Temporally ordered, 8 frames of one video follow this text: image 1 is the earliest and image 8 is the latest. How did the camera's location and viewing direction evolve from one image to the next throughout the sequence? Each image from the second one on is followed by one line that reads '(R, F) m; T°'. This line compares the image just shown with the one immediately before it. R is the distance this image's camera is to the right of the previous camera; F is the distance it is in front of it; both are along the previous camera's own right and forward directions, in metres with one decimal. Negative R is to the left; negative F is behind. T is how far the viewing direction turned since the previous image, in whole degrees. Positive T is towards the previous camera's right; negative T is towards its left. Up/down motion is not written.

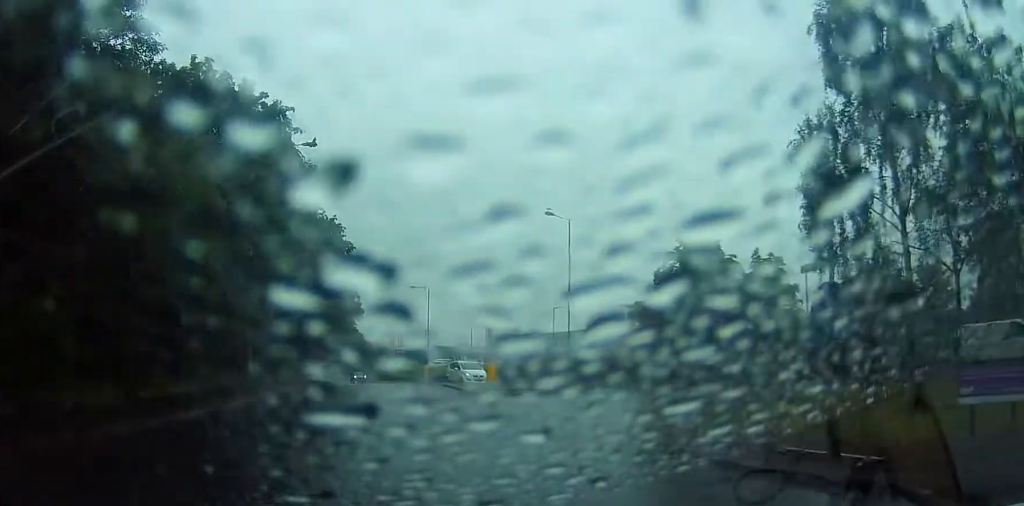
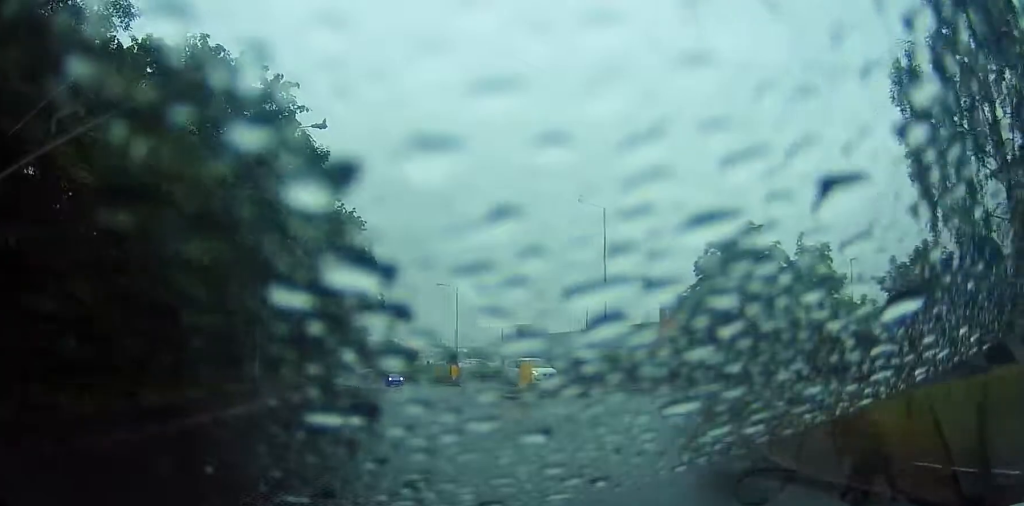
(0.0, +1.7) m; +4°
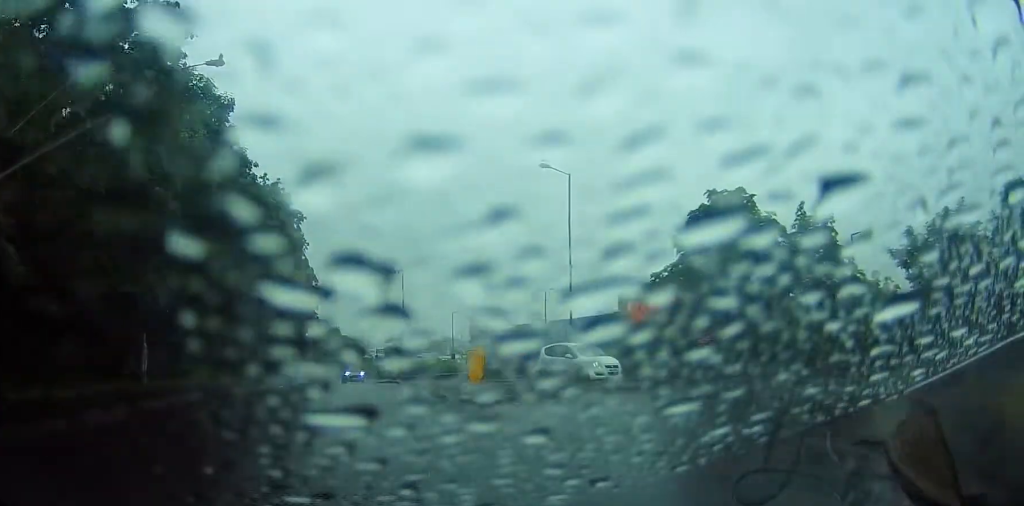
(+0.2, +3.7) m; +9°
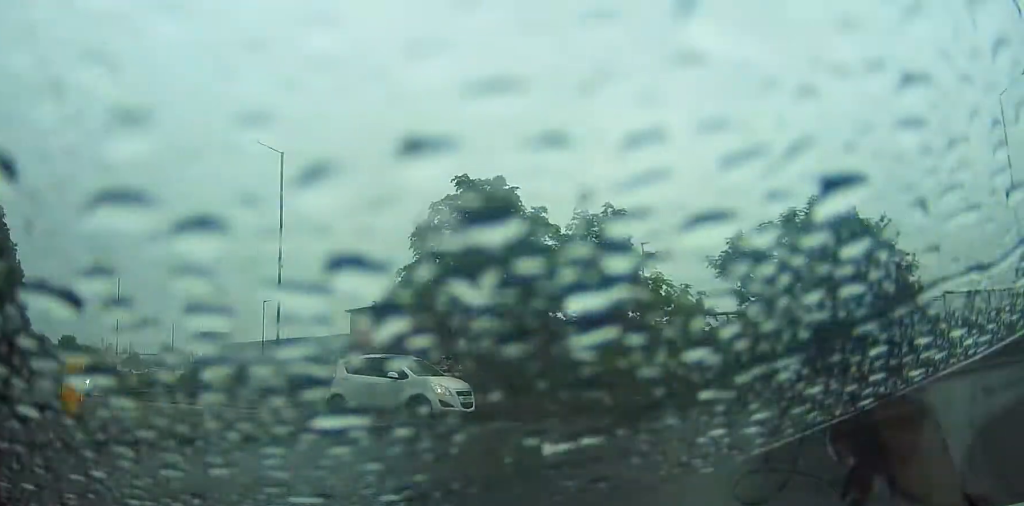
(+0.5, +6.2) m; +22°
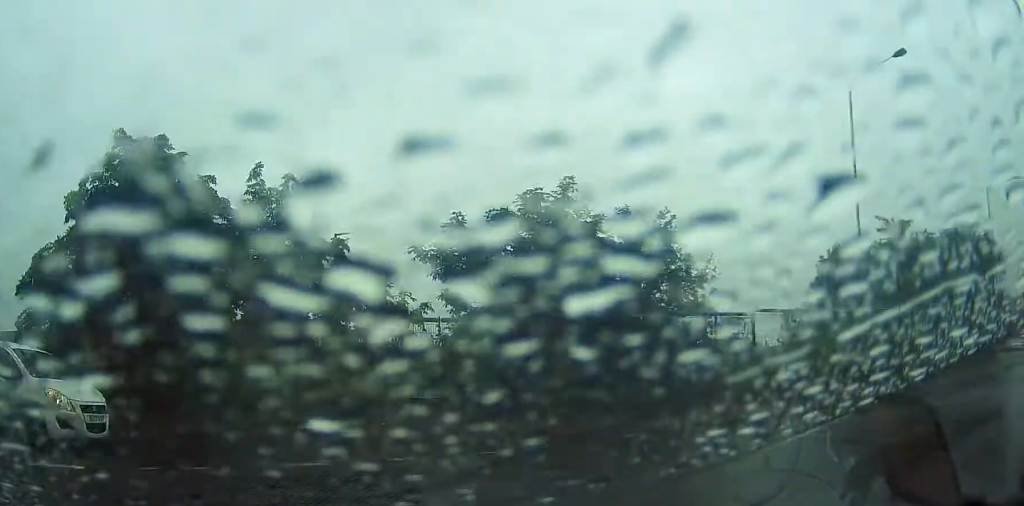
(+1.7, +5.8) m; +25°
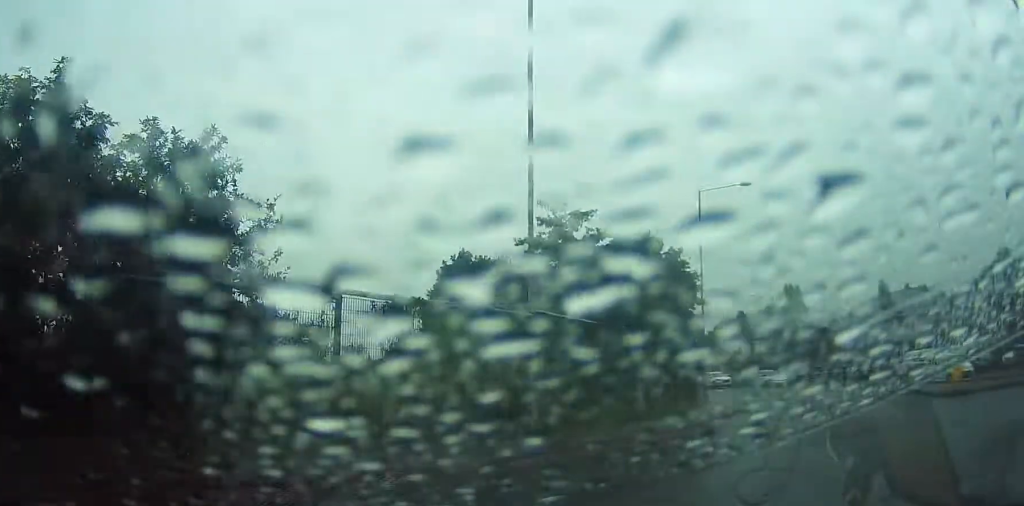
(+2.0, +7.7) m; +28°
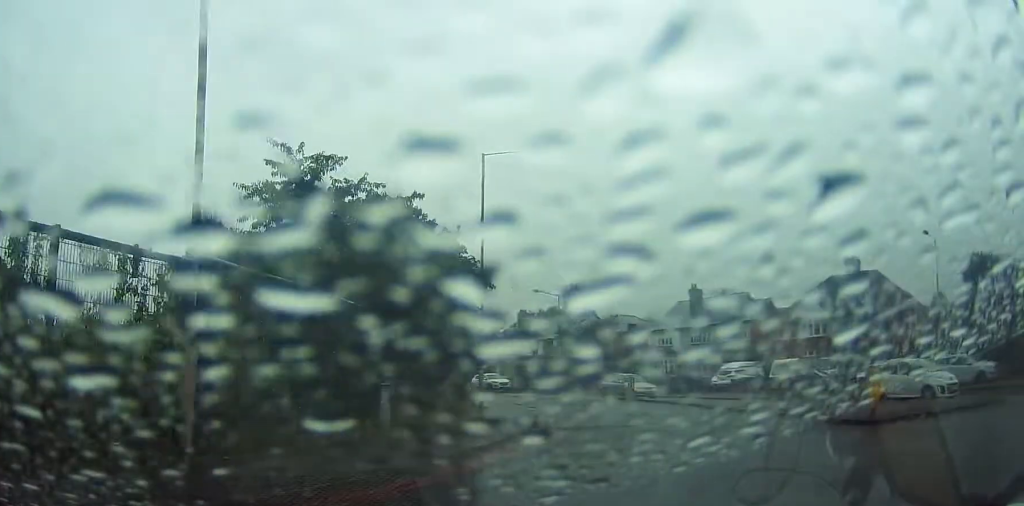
(+1.1, +6.1) m; +13°
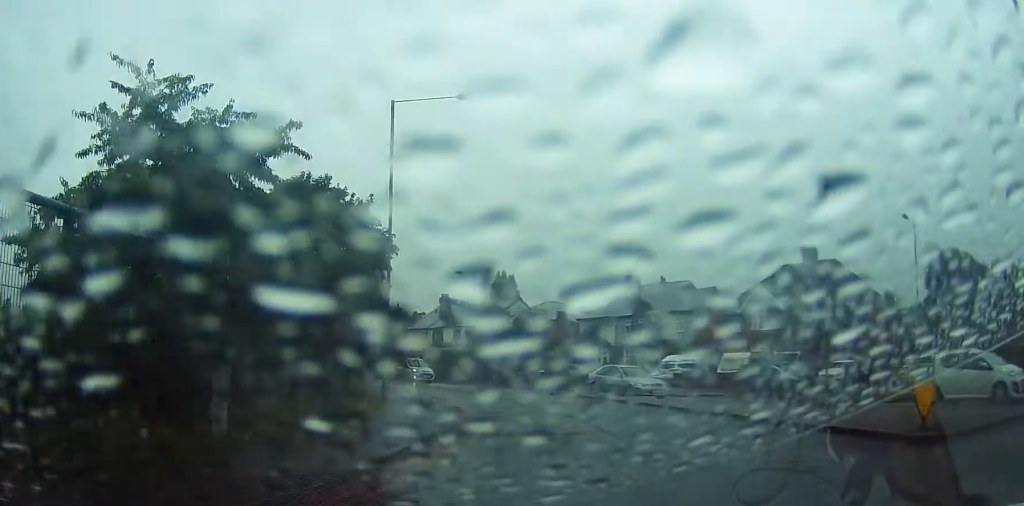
(+0.3, +4.6) m; +1°
